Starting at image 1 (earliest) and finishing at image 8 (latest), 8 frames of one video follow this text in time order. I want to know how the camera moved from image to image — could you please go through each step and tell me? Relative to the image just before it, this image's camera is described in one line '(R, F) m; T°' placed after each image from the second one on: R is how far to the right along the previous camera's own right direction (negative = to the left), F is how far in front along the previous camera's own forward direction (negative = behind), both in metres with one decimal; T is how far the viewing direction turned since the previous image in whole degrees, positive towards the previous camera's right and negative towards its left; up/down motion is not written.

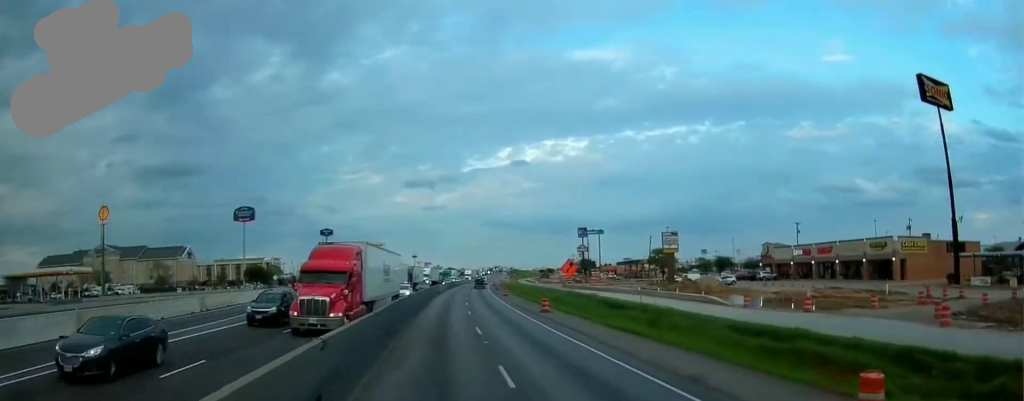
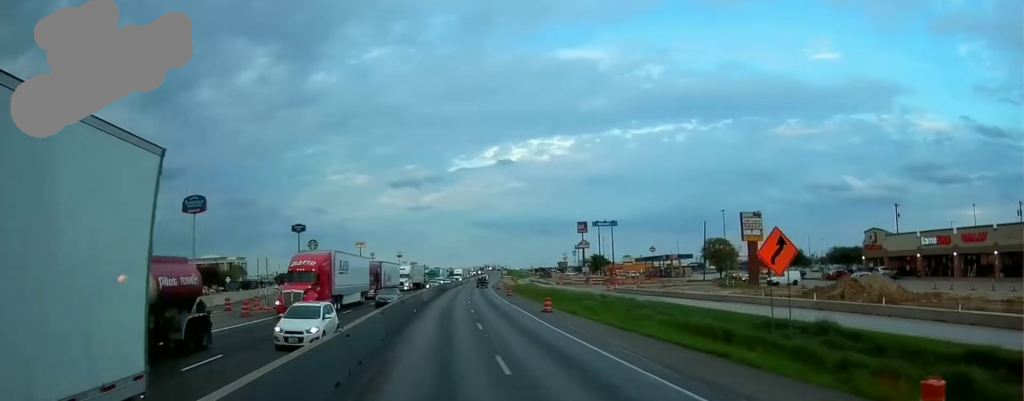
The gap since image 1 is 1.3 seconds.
(+0.5, +35.5) m; +1°
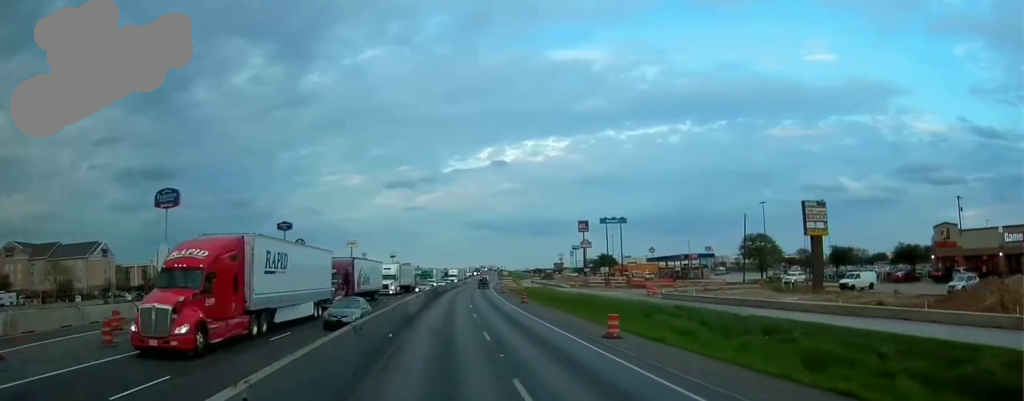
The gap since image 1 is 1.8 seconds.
(-0.5, +16.0) m; 0°
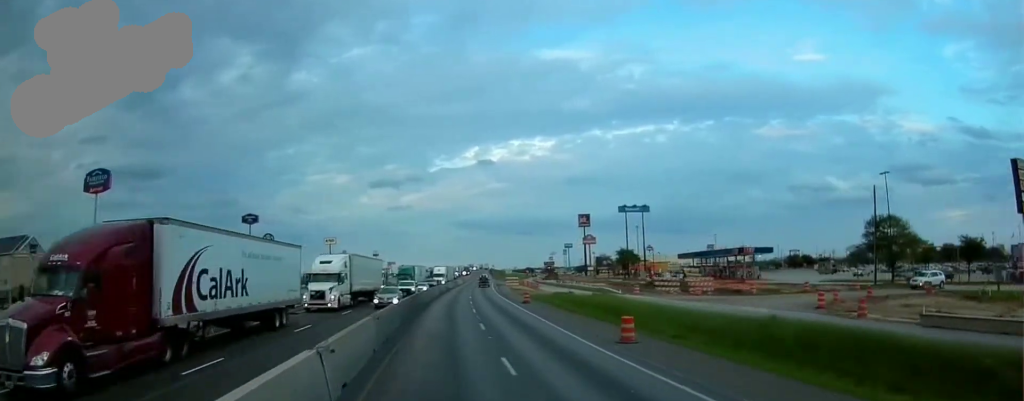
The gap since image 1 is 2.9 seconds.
(+1.1, +31.7) m; +1°
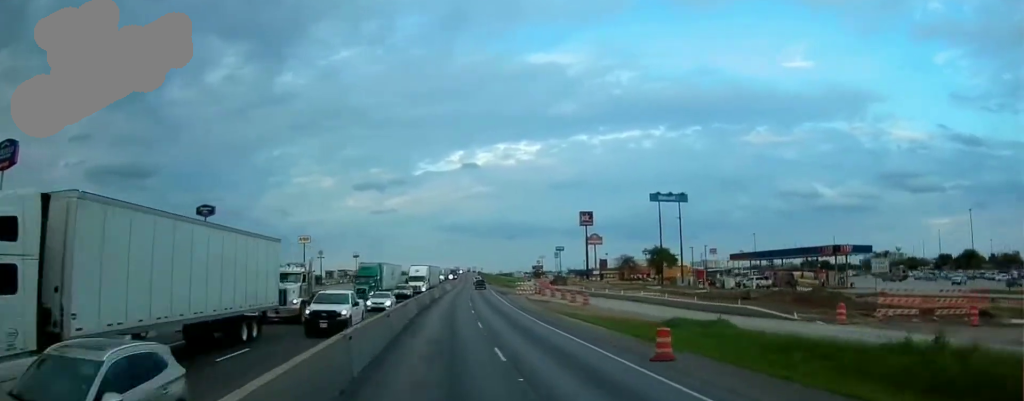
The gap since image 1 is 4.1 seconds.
(-0.2, +35.0) m; +1°
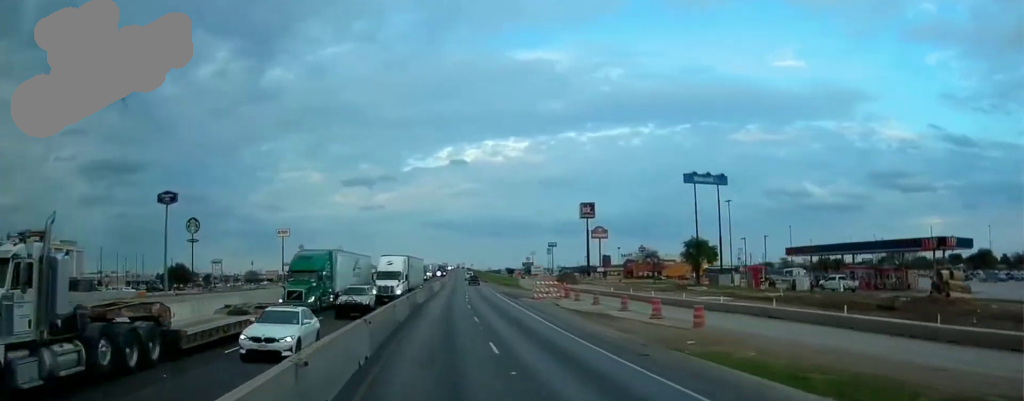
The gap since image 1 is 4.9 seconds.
(+0.4, +23.4) m; +1°
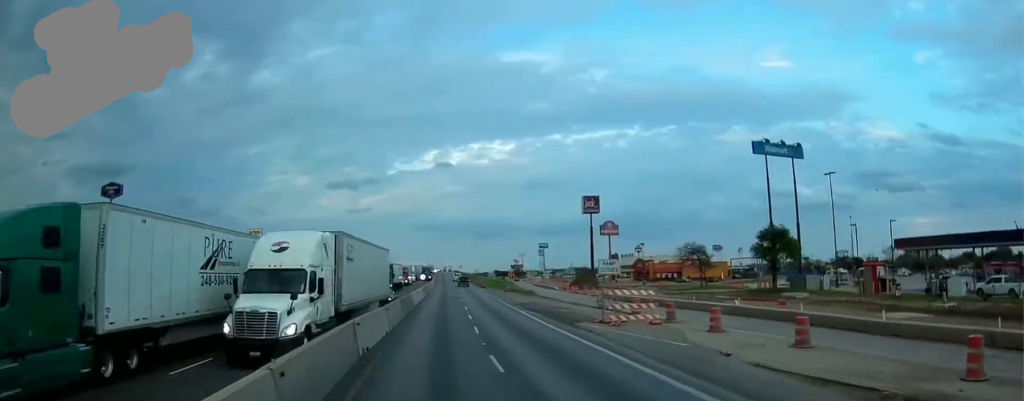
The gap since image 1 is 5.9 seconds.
(-0.3, +27.4) m; +2°
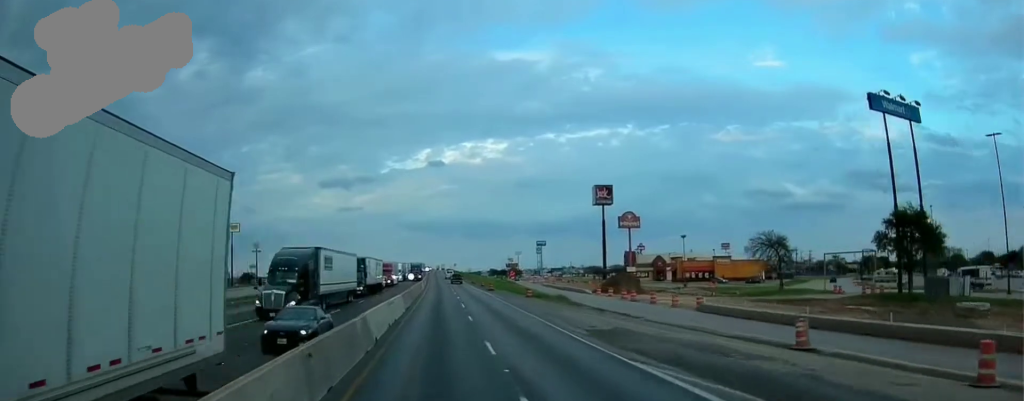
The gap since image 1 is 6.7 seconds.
(+1.0, +25.5) m; +2°
